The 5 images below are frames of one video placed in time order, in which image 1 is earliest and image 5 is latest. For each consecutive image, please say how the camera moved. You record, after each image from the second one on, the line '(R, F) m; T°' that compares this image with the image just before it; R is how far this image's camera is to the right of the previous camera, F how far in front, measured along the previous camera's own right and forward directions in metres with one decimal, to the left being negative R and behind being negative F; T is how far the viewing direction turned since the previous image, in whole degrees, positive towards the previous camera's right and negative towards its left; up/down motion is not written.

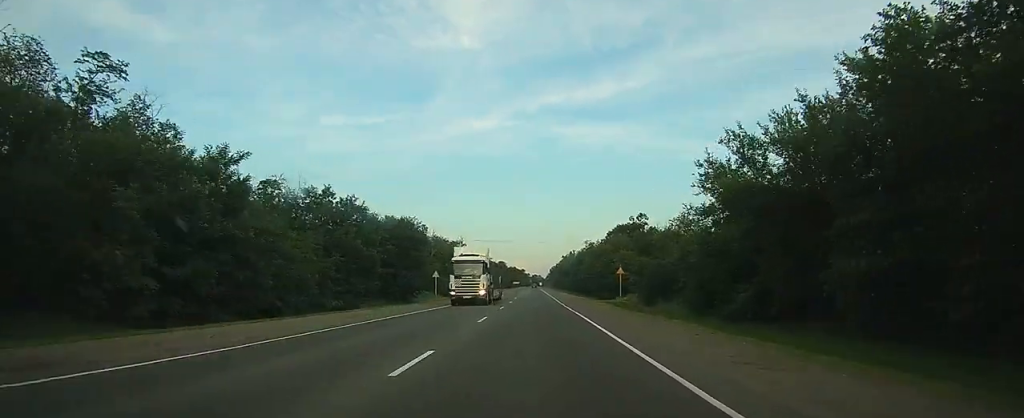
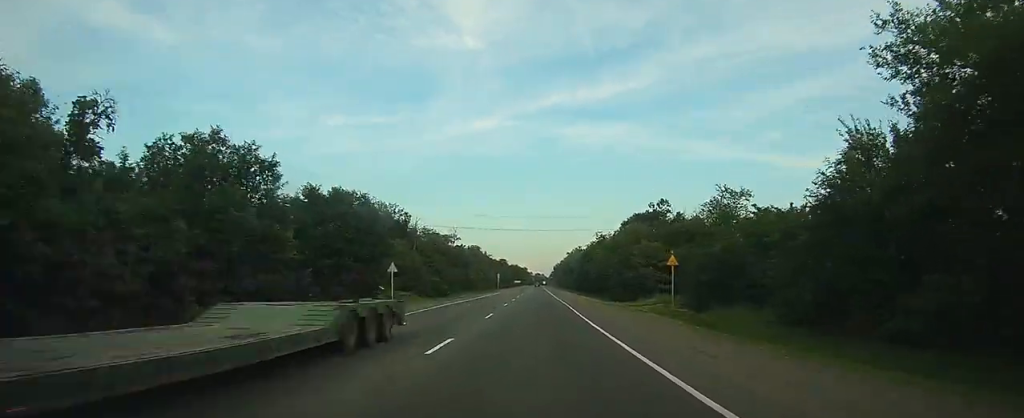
(0.0, +20.9) m; -1°
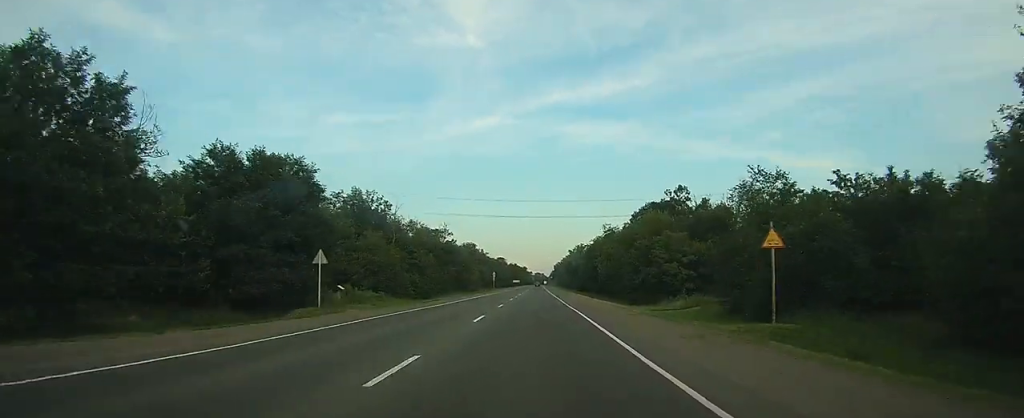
(-0.1, +15.4) m; 0°
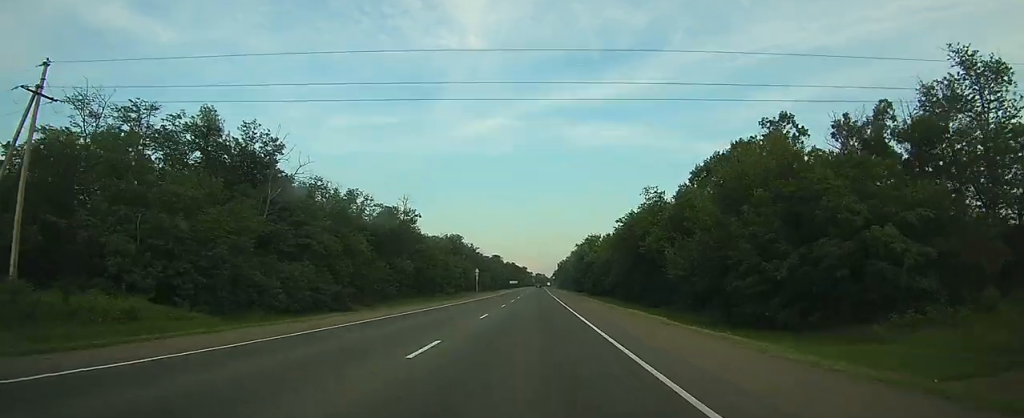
(-0.3, +44.7) m; 0°
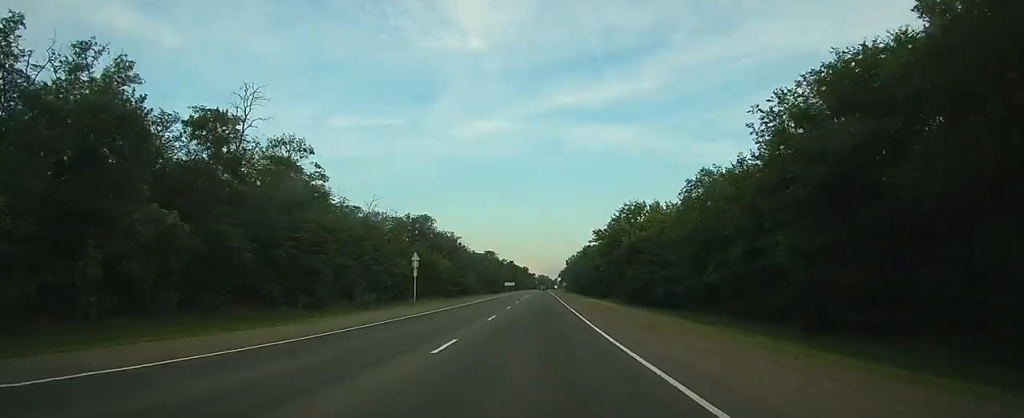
(+0.7, +59.1) m; +1°
